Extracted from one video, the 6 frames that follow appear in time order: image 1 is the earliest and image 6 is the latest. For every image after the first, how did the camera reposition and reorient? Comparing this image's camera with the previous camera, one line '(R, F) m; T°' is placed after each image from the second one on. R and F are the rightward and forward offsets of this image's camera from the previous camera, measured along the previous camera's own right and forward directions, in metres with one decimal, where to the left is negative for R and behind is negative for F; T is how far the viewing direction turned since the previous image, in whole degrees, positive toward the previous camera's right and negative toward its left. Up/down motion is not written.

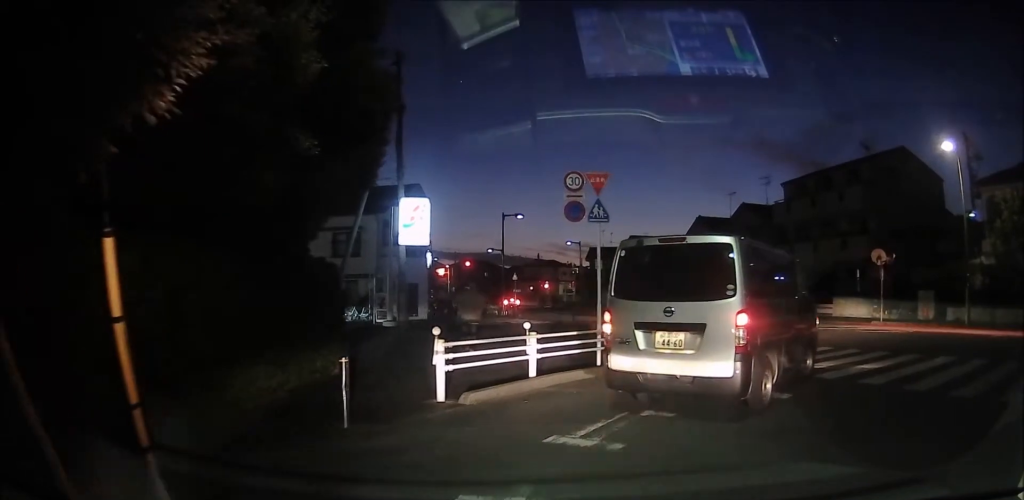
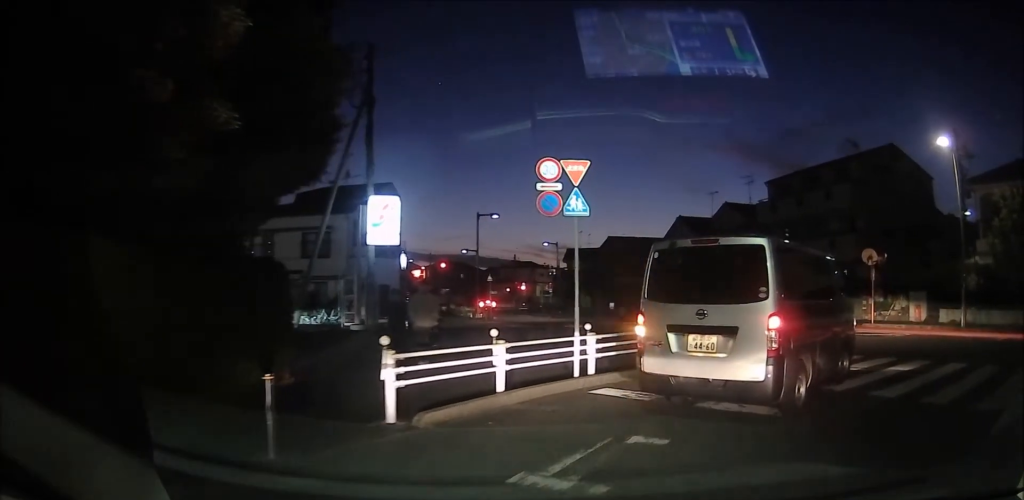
(+0.1, +0.4) m; 0°
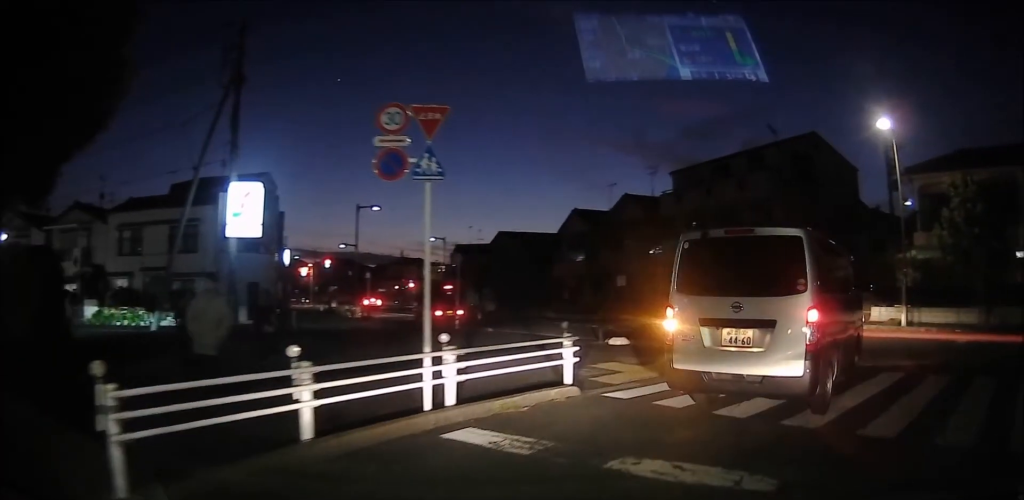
(+0.2, +1.3) m; +8°
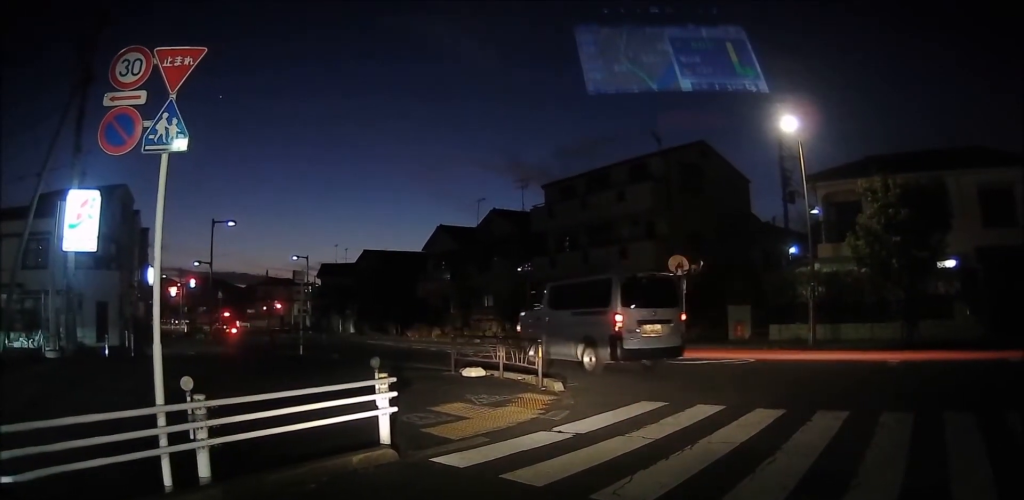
(+0.3, +4.8) m; +3°
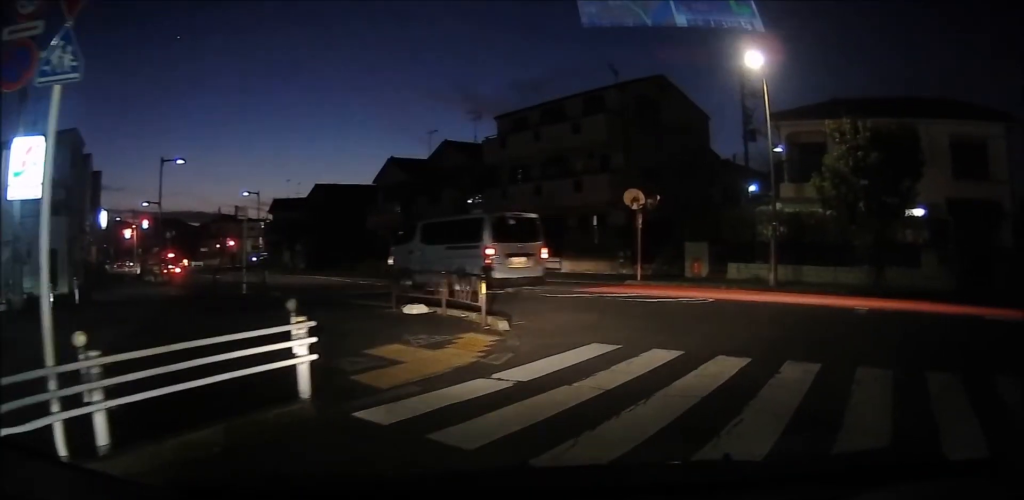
(0.0, +1.3) m; 0°
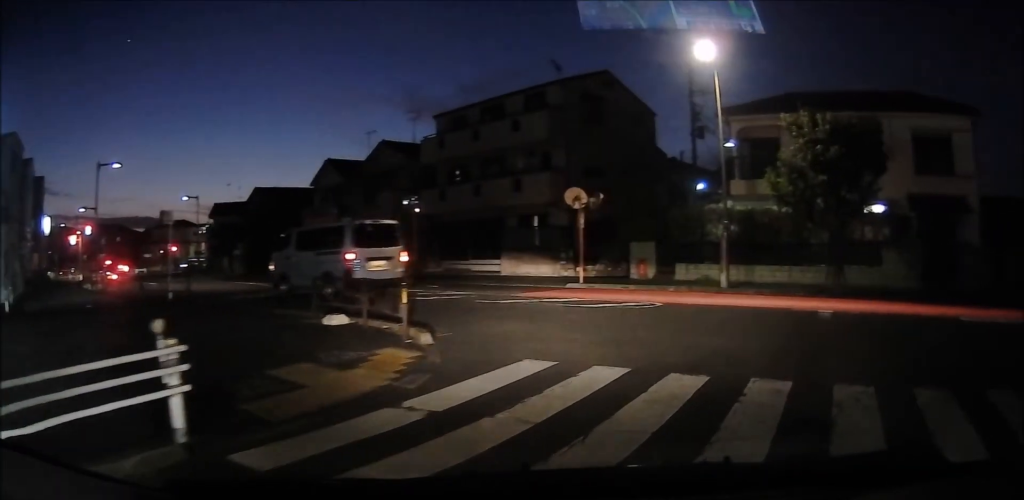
(0.0, +0.6) m; 0°
